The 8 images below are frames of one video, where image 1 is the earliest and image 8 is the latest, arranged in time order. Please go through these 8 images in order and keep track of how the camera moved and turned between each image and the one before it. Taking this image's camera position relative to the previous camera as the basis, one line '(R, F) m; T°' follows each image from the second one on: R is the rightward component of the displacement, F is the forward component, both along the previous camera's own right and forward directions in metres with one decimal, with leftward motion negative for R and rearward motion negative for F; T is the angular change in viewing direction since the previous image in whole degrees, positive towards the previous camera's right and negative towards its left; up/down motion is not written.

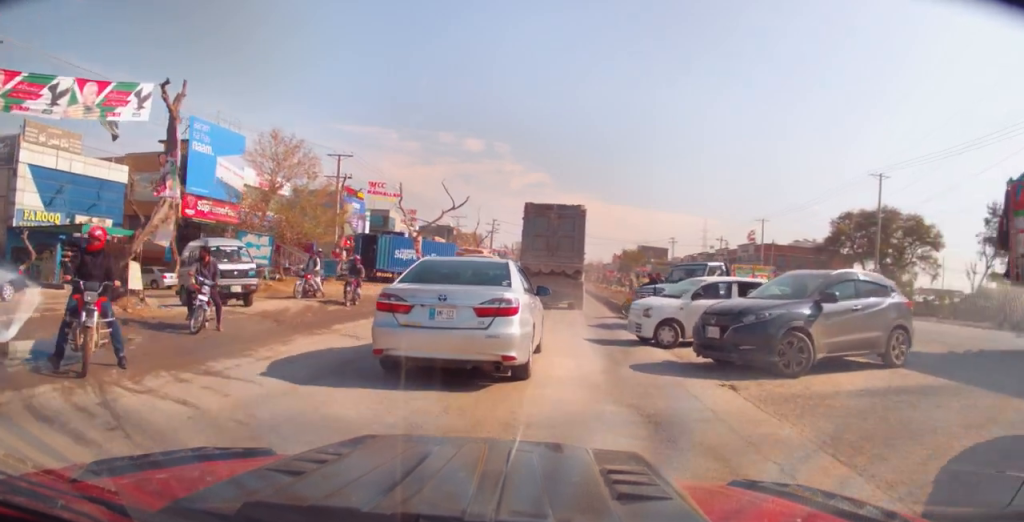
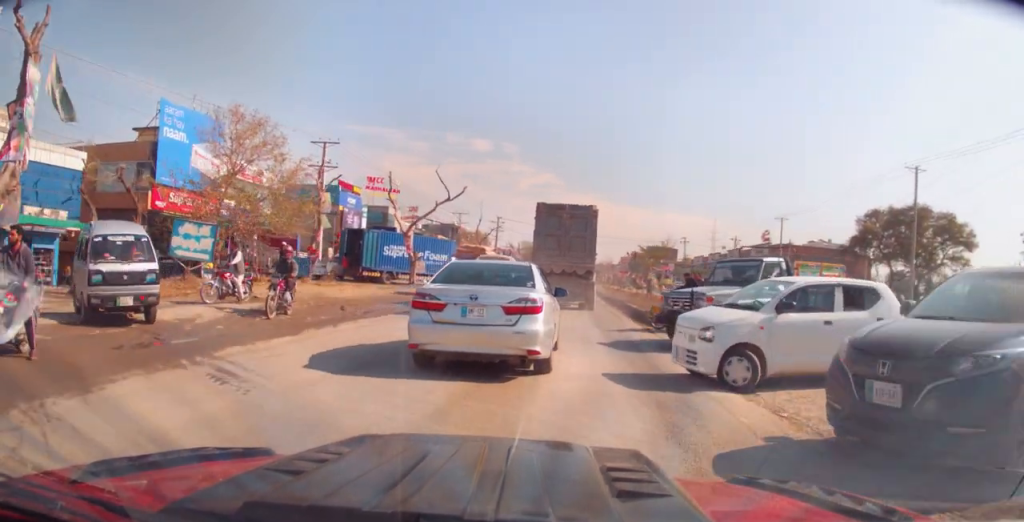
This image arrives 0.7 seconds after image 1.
(0.0, +5.2) m; -3°
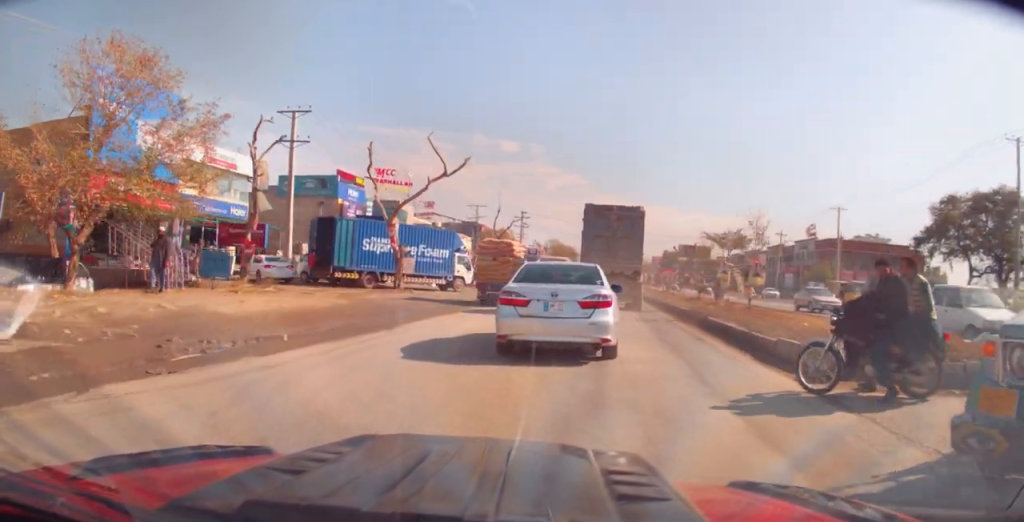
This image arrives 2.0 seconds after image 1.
(-0.8, +10.2) m; -4°
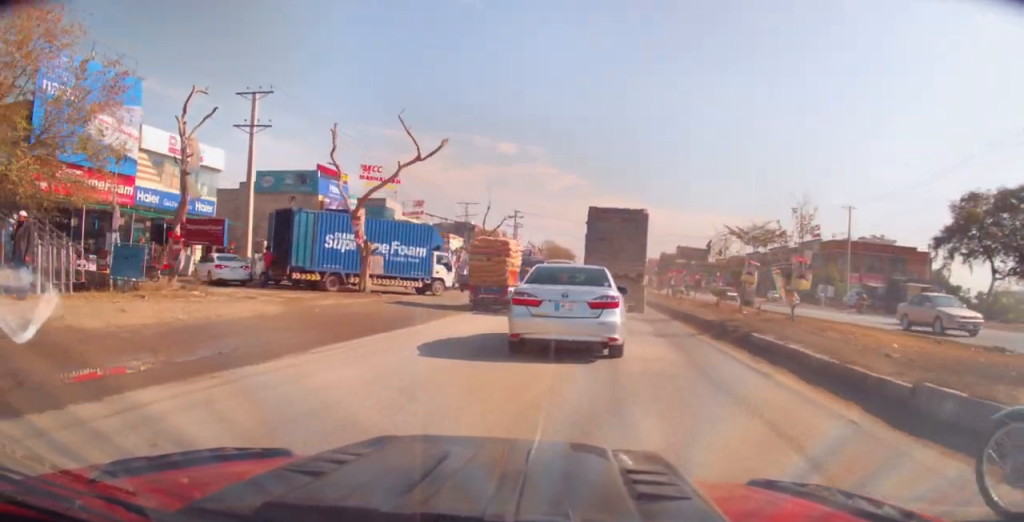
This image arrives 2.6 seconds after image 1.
(-0.3, +4.2) m; +2°
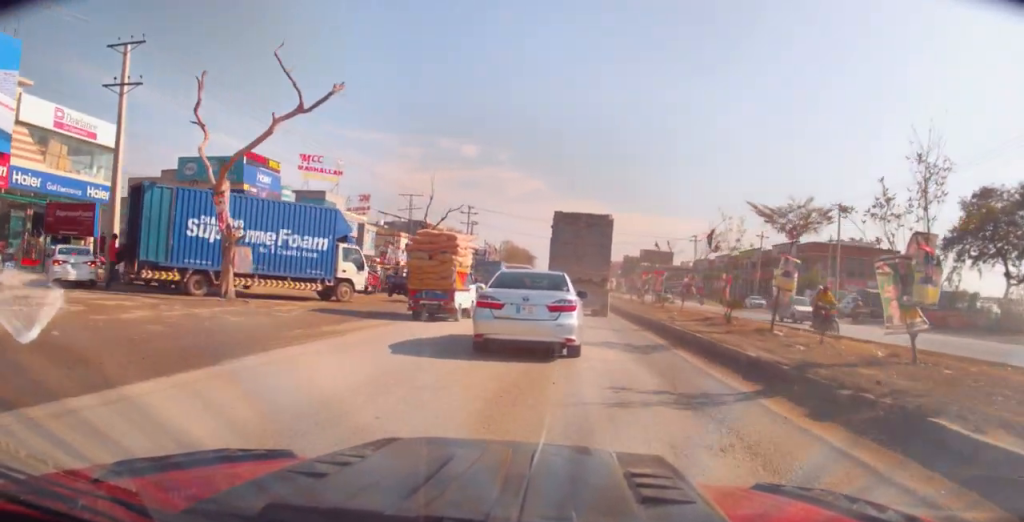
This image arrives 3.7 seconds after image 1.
(+0.8, +7.7) m; +6°
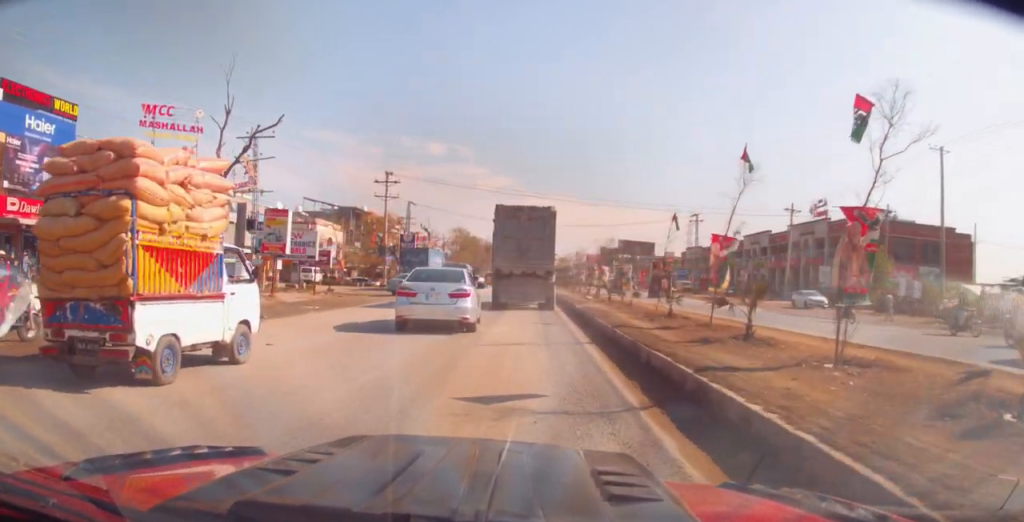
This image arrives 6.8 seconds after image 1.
(-0.2, +25.6) m; +1°
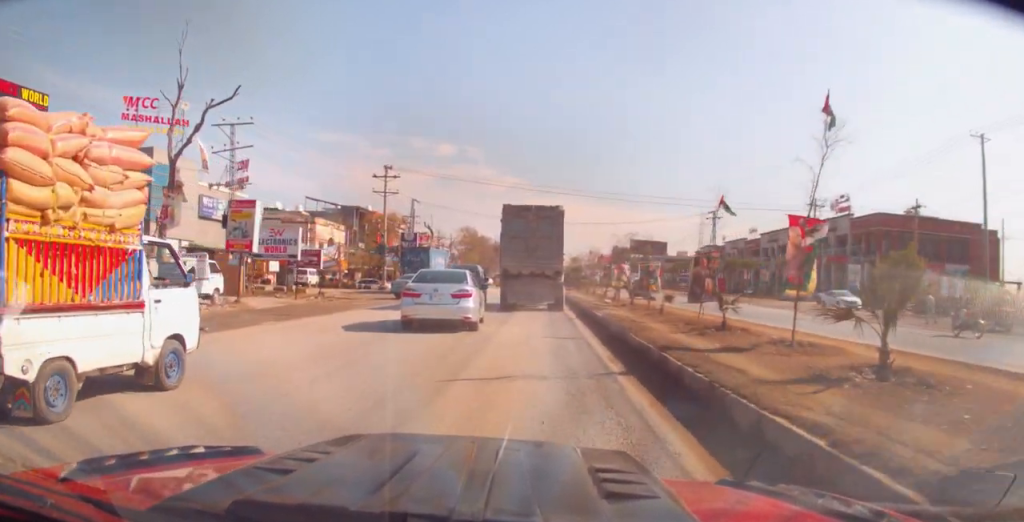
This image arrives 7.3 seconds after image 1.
(+0.3, +4.0) m; -1°
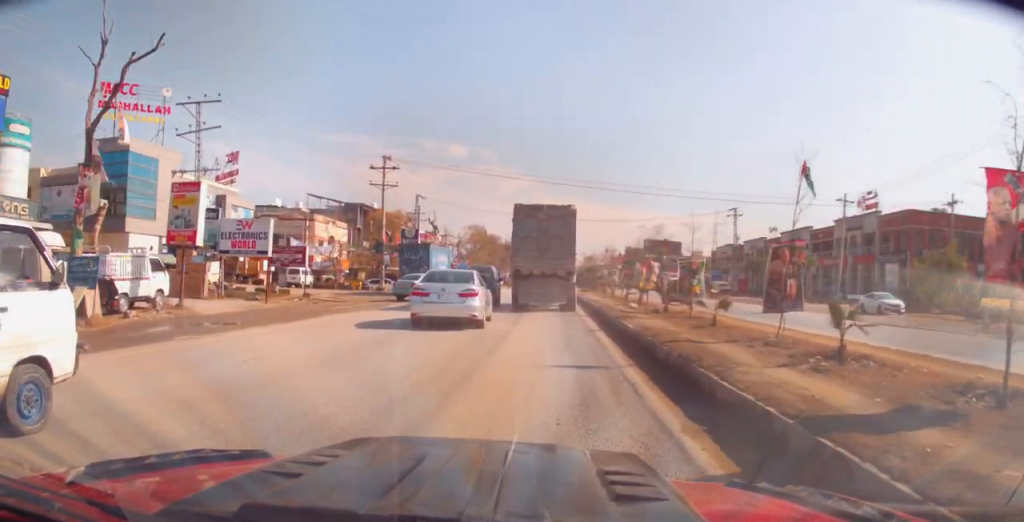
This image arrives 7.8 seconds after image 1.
(+0.1, +4.5) m; -1°
